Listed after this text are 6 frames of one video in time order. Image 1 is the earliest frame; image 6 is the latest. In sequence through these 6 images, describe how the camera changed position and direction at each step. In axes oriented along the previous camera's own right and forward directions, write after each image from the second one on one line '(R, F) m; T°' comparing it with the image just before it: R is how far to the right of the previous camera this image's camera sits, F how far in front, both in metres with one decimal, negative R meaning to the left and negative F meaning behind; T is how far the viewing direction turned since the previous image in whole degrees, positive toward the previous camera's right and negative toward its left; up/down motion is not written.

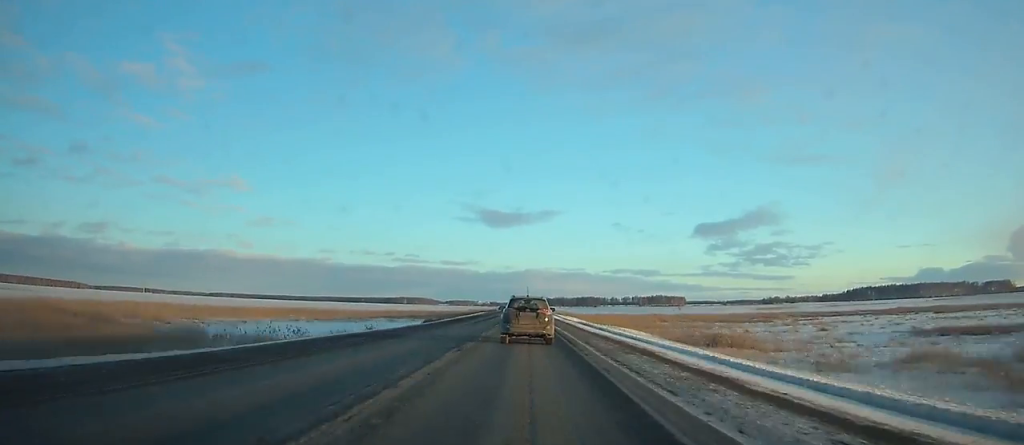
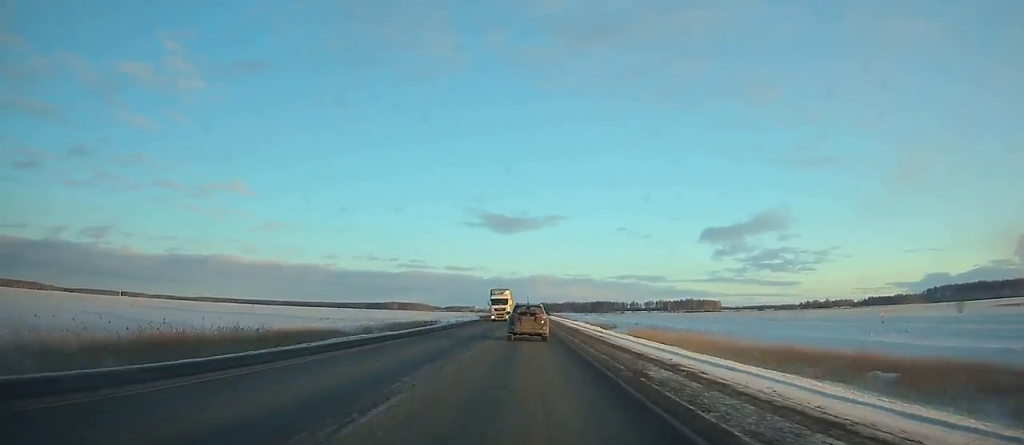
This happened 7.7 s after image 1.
(0.0, +205.7) m; 0°
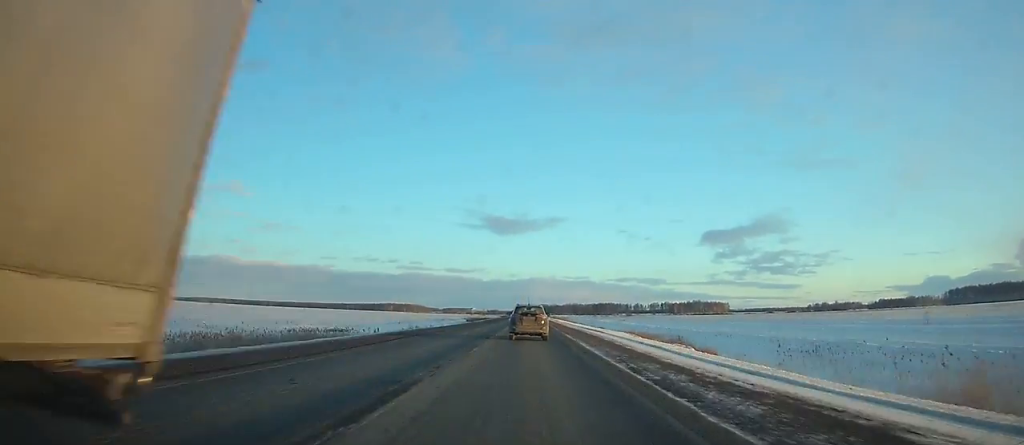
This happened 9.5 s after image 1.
(0.0, +47.3) m; 0°
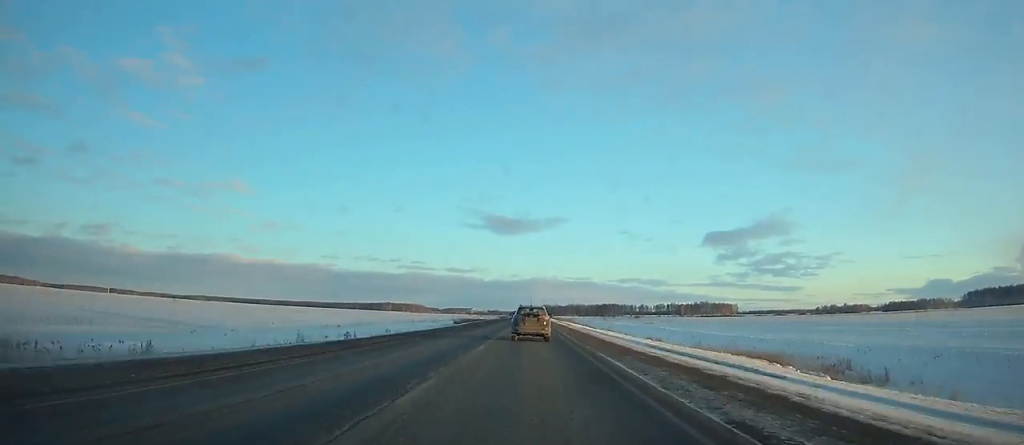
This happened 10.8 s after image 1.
(0.0, +34.7) m; 0°
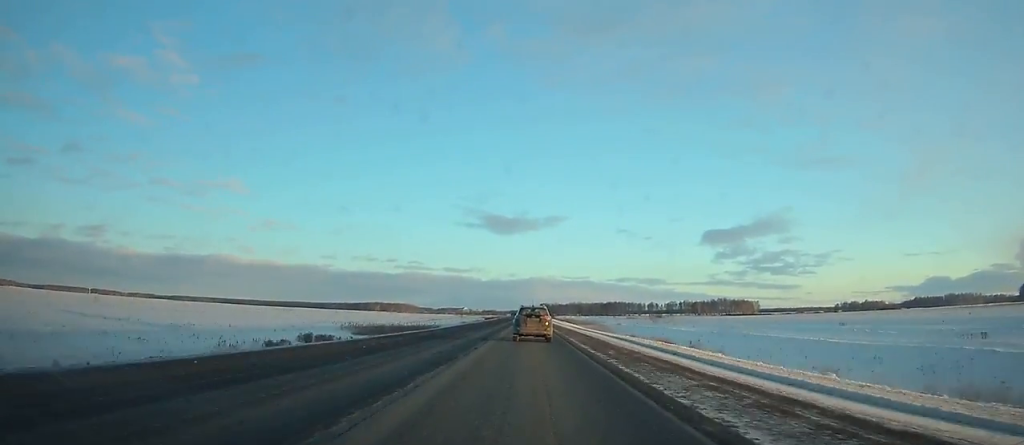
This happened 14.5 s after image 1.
(+0.1, +99.7) m; 0°
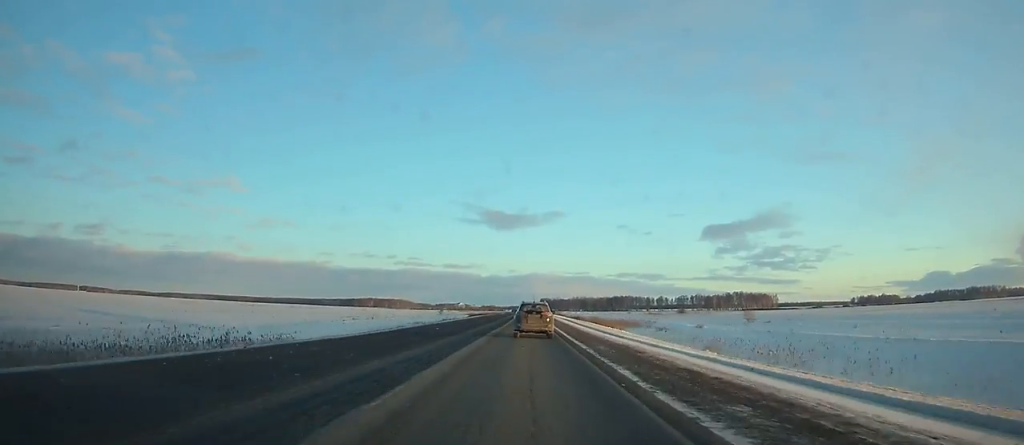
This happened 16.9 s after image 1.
(+0.1, +65.3) m; 0°
